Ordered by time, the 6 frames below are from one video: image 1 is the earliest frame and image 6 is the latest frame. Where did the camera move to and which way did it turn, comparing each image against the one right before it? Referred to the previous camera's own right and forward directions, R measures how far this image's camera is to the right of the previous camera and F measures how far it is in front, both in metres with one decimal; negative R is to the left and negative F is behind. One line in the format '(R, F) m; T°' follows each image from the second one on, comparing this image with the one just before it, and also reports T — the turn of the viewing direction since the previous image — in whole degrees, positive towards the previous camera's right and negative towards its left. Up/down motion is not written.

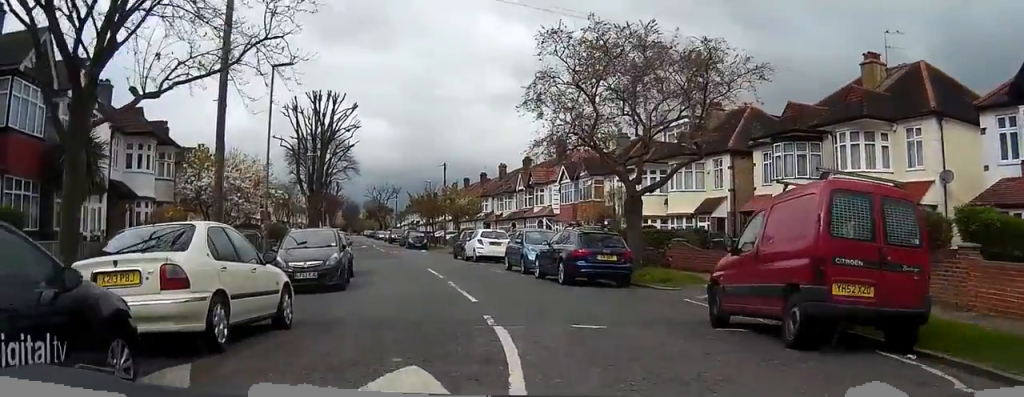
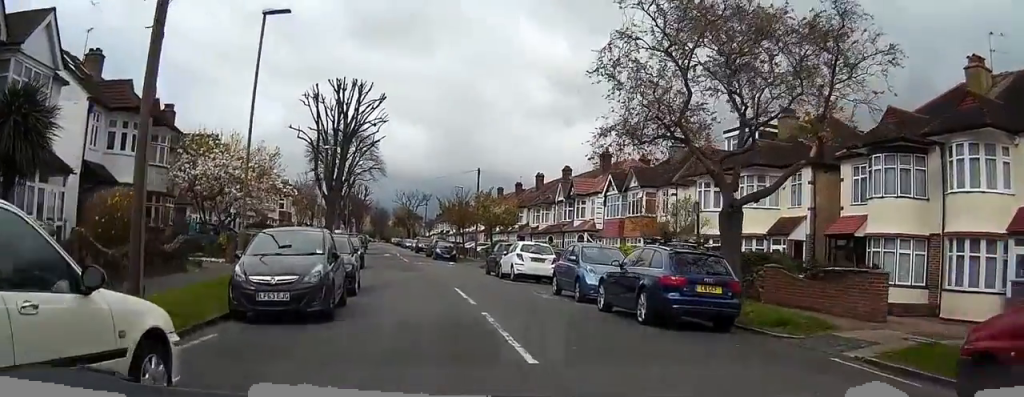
(0.0, +5.6) m; +1°
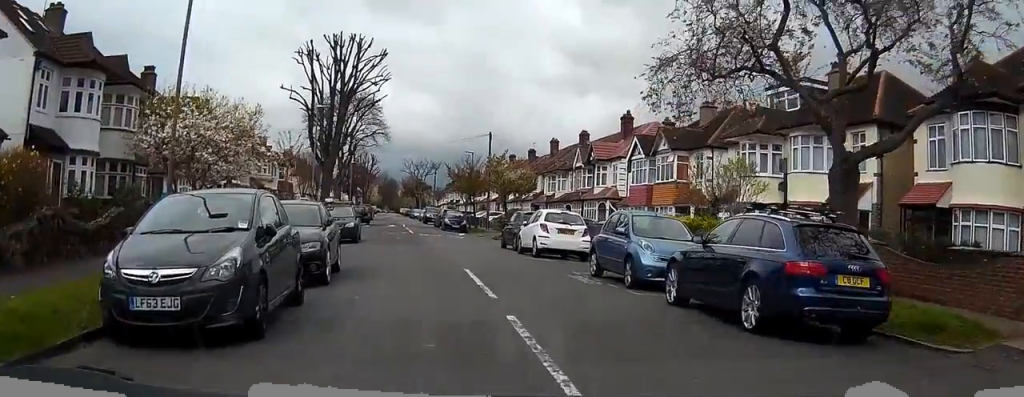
(-0.1, +4.9) m; -3°
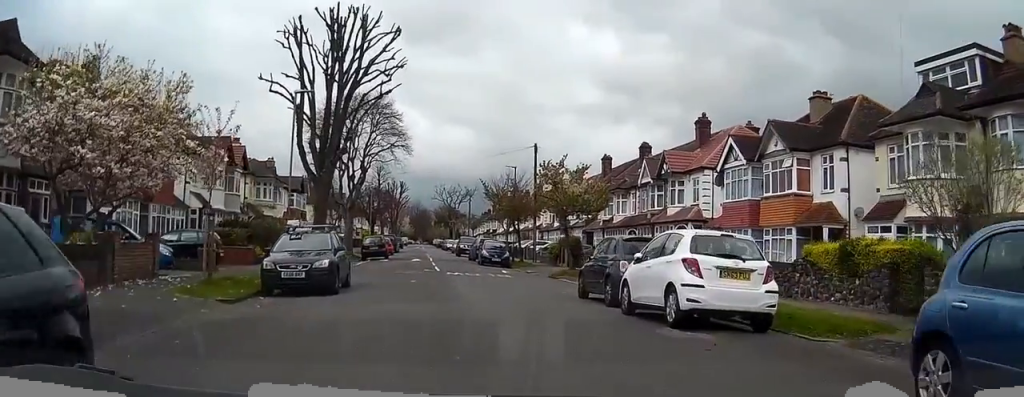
(-0.1, +11.2) m; -1°
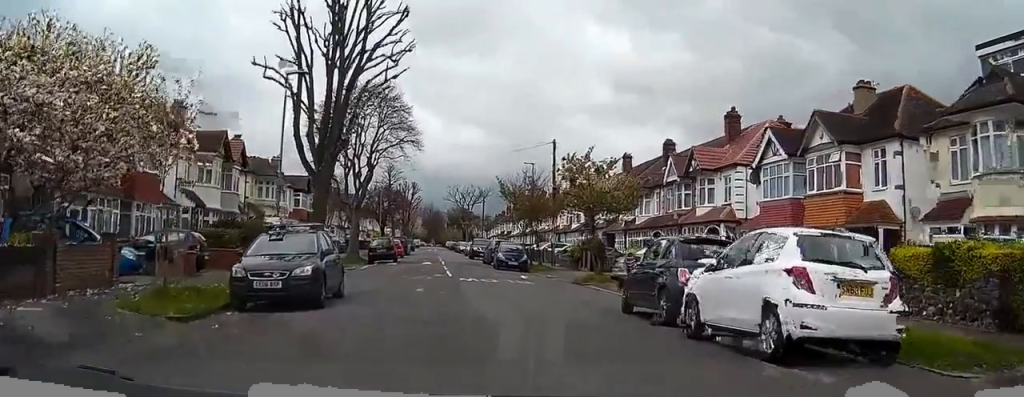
(+0.1, +3.3) m; -2°
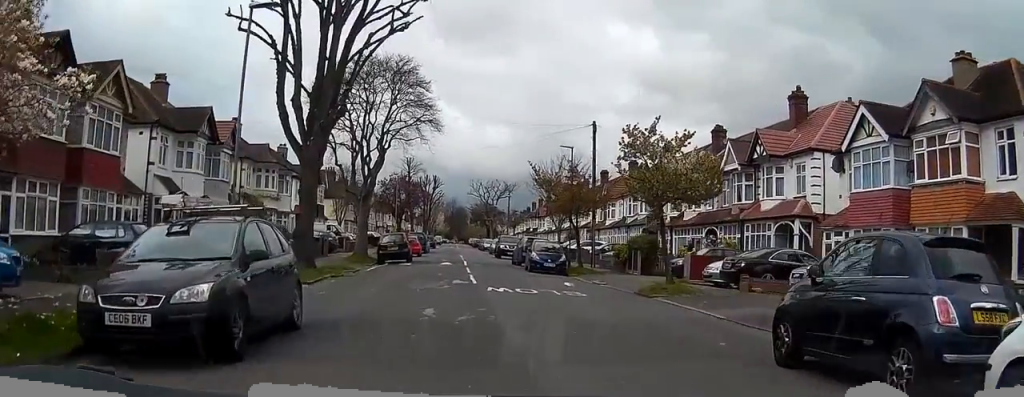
(-0.4, +6.1) m; -4°
